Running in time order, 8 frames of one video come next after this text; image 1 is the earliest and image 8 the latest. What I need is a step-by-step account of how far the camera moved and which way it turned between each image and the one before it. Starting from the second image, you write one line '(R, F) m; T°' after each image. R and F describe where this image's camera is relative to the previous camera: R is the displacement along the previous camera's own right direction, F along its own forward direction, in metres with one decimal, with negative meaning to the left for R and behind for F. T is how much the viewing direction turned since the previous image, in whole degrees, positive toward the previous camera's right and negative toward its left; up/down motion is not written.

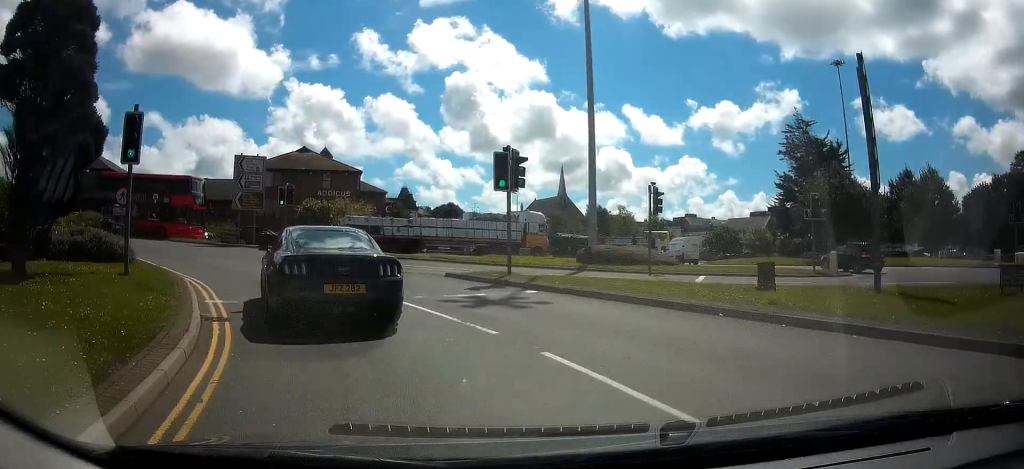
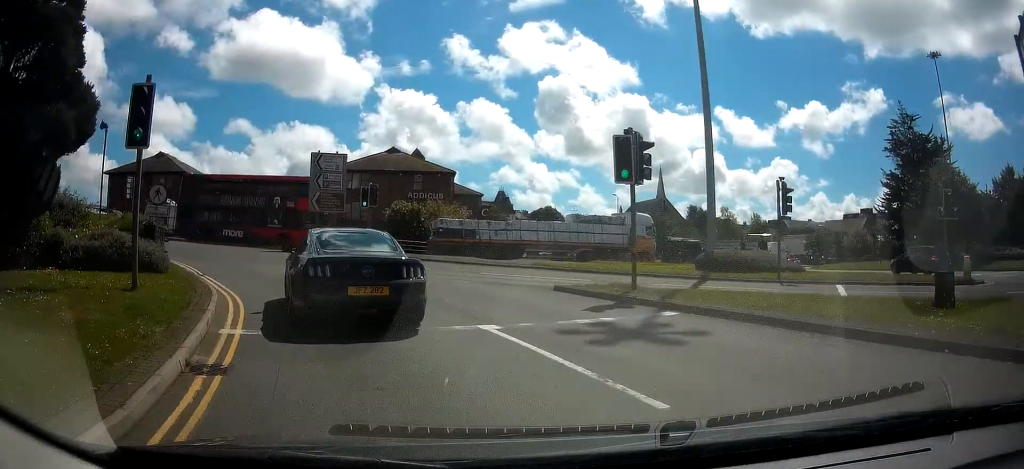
(-0.4, +3.5) m; -9°
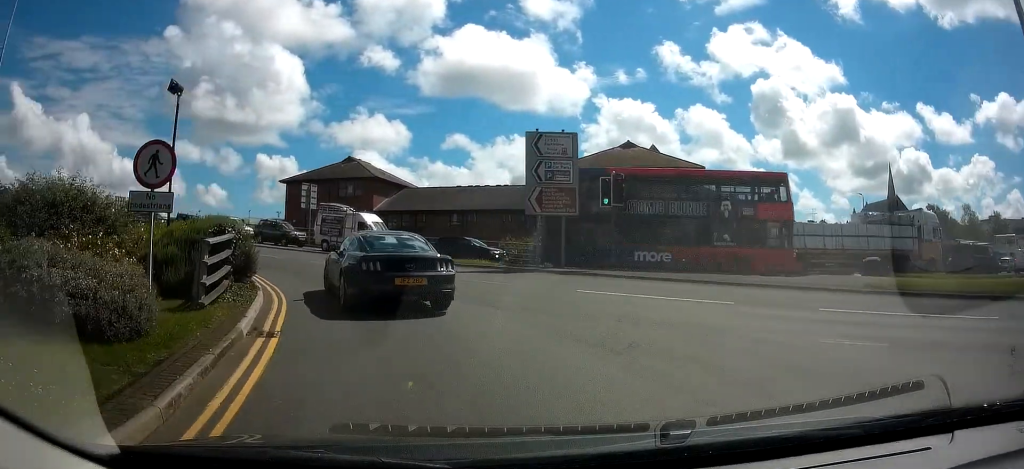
(-2.4, +9.4) m; -35°
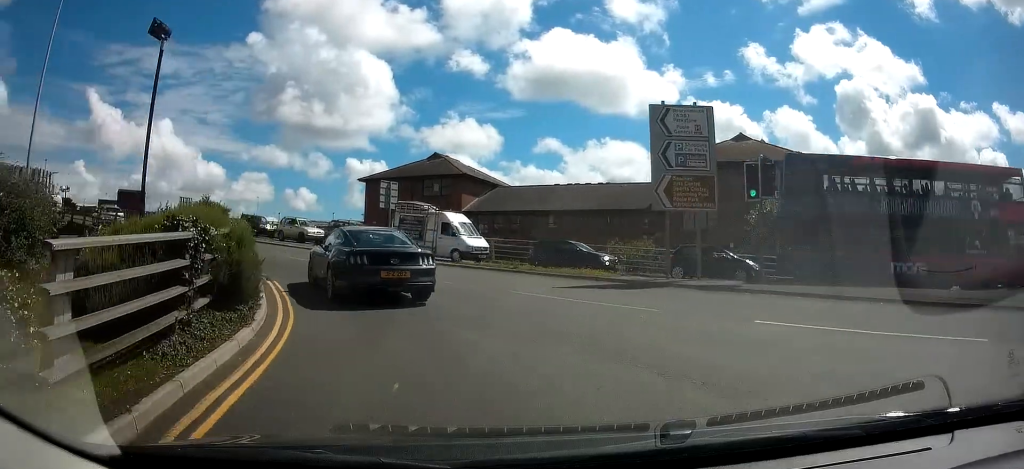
(-1.0, +5.0) m; -15°
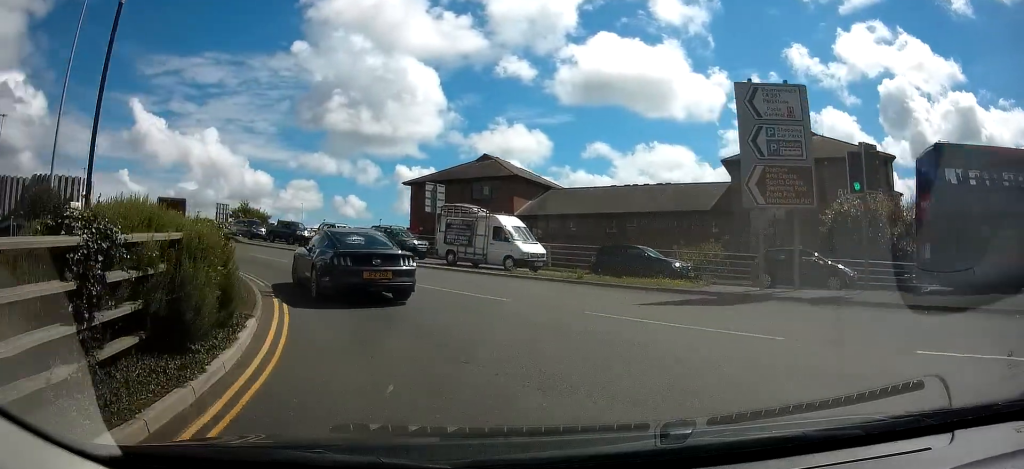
(-0.3, +3.1) m; -5°
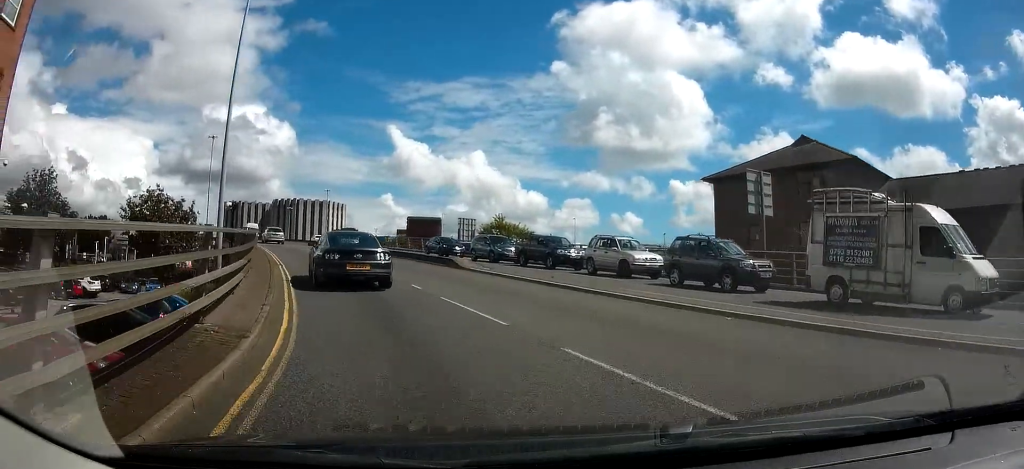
(-2.2, +14.3) m; -16°
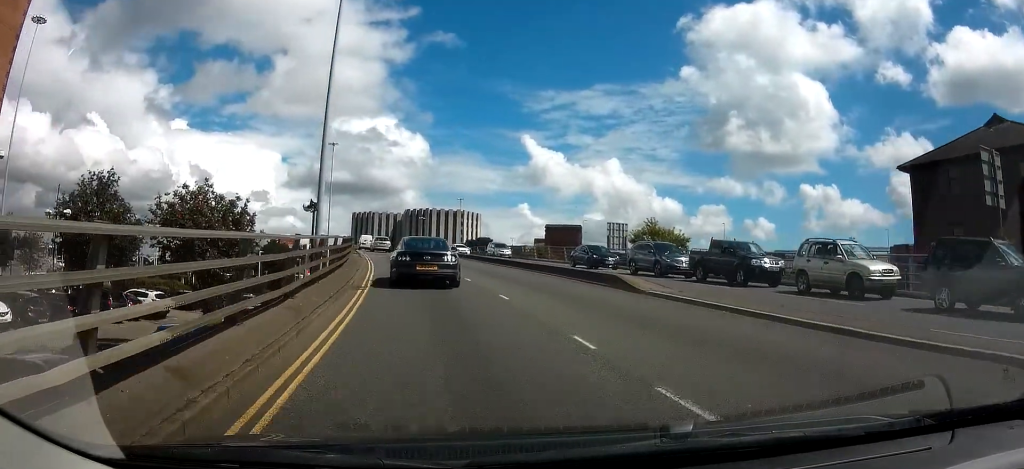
(-0.3, +8.0) m; -6°
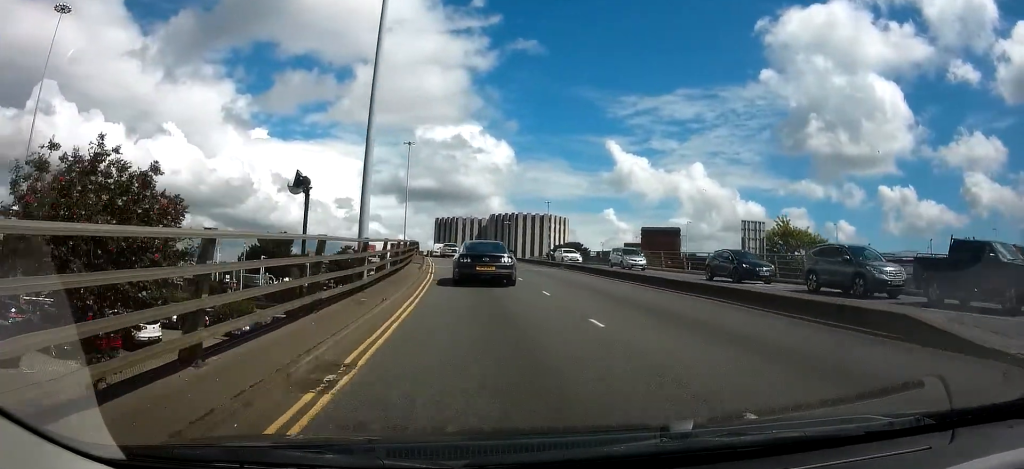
(-0.8, +9.9) m; -12°
